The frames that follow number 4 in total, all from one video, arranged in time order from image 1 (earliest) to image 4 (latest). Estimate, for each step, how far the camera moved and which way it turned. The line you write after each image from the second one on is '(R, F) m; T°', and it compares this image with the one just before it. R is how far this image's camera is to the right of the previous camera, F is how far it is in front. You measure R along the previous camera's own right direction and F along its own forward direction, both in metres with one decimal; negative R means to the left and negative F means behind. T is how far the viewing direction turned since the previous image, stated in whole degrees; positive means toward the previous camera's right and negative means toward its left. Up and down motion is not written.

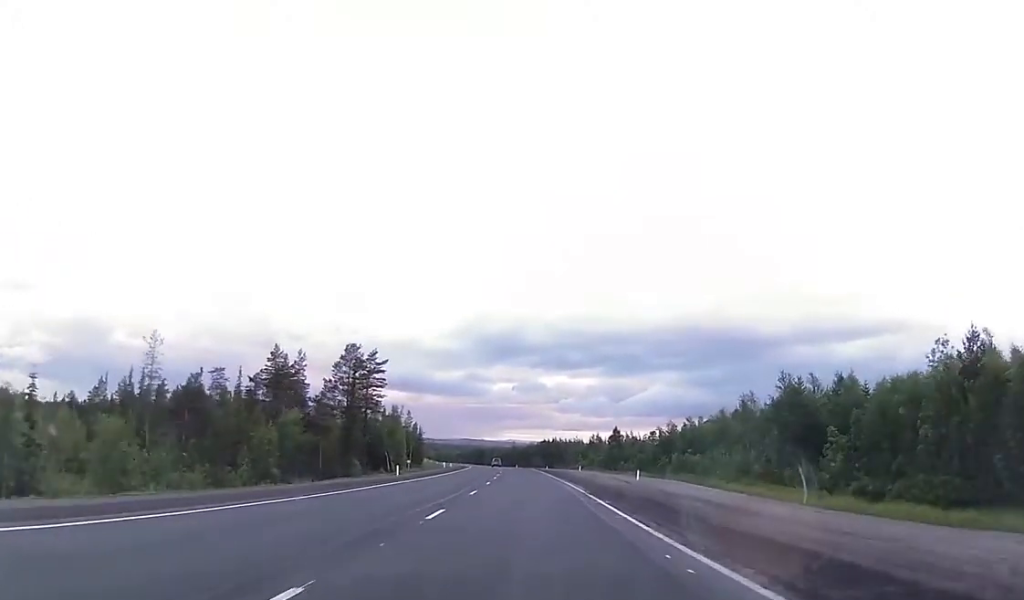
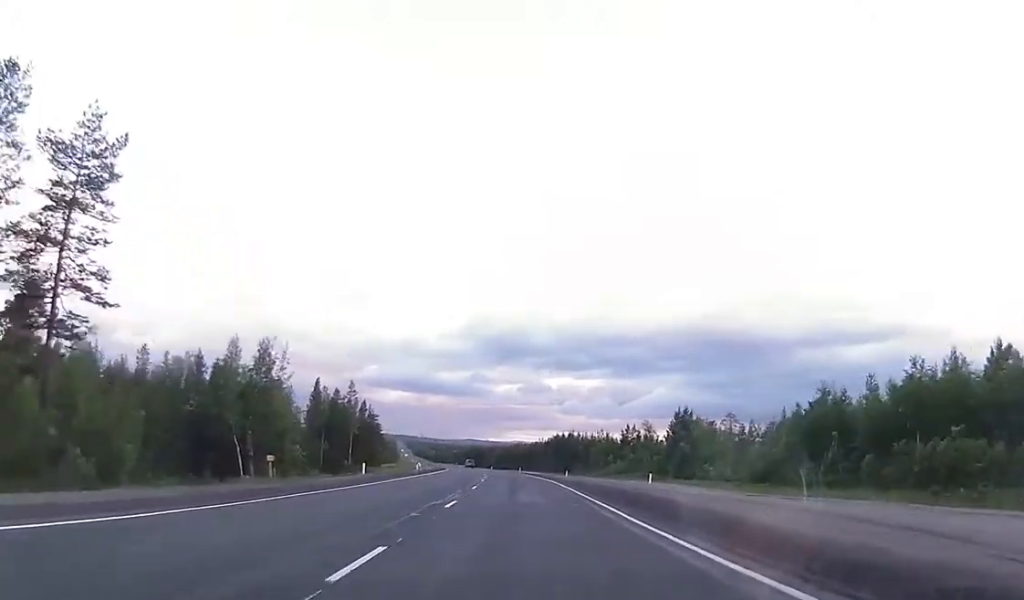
(+0.2, +55.9) m; 0°
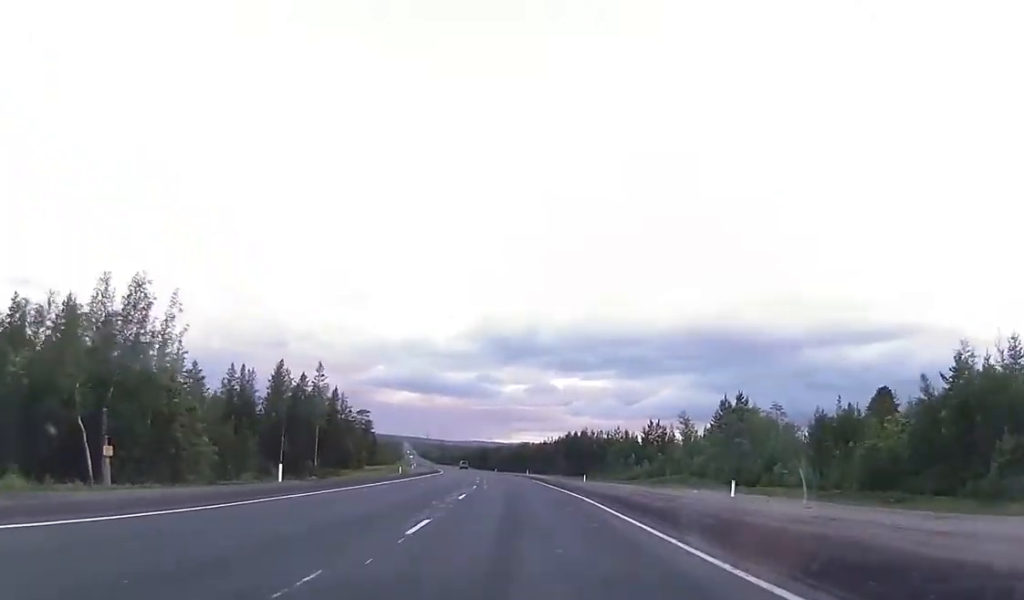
(0.0, +18.8) m; 0°
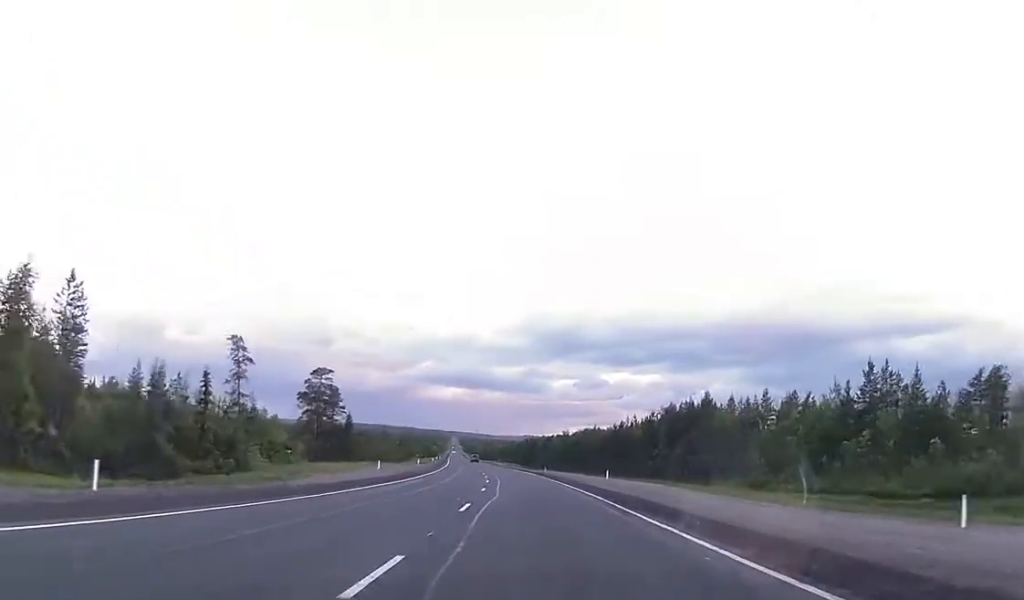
(-1.3, +65.8) m; -3°
